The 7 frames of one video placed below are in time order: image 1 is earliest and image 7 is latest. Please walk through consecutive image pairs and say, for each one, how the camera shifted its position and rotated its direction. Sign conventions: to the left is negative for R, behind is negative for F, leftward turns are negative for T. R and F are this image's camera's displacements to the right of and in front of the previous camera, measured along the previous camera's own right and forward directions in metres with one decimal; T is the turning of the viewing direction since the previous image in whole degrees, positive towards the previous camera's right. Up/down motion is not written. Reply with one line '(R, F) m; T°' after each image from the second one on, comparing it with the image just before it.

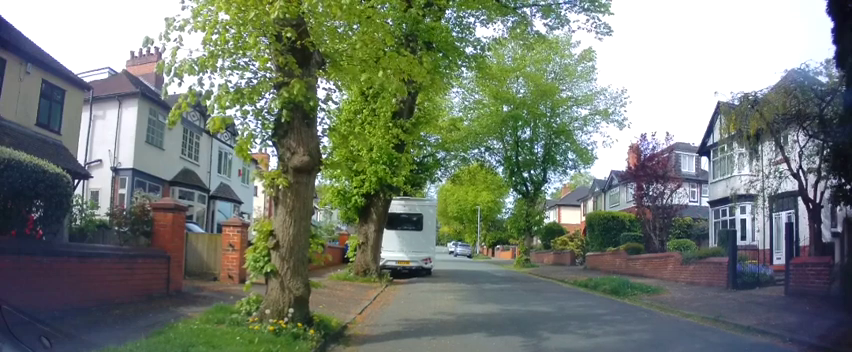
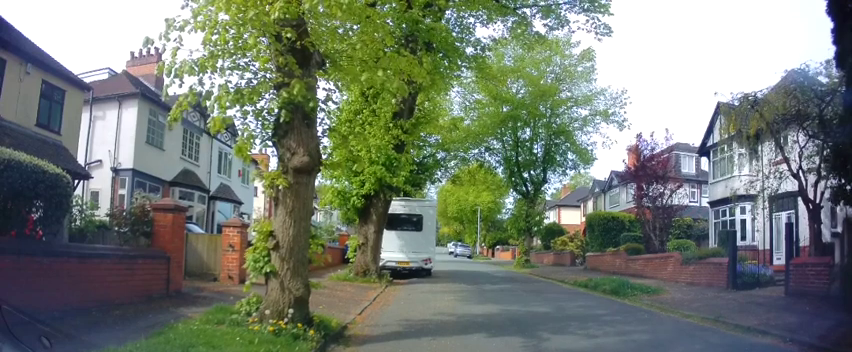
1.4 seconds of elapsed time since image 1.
(0.0, 0.0) m; 0°
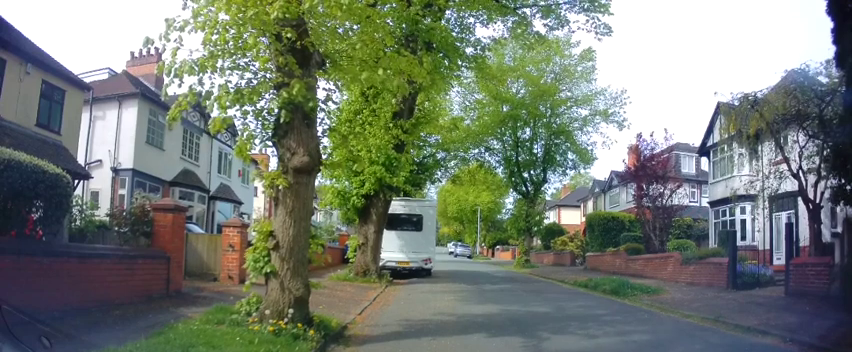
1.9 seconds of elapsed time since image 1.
(0.0, 0.0) m; 0°
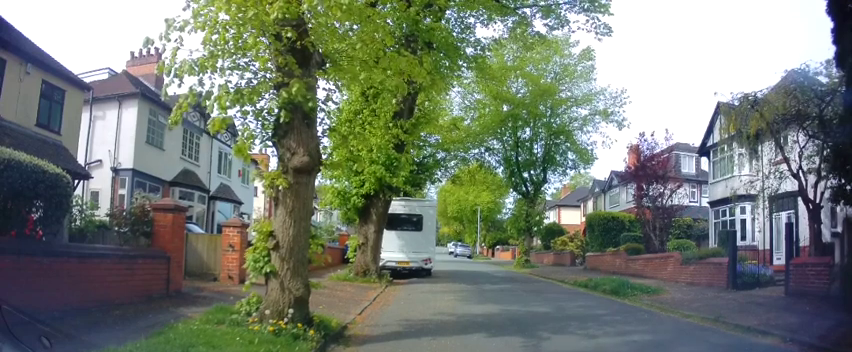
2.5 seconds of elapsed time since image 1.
(0.0, 0.0) m; 0°
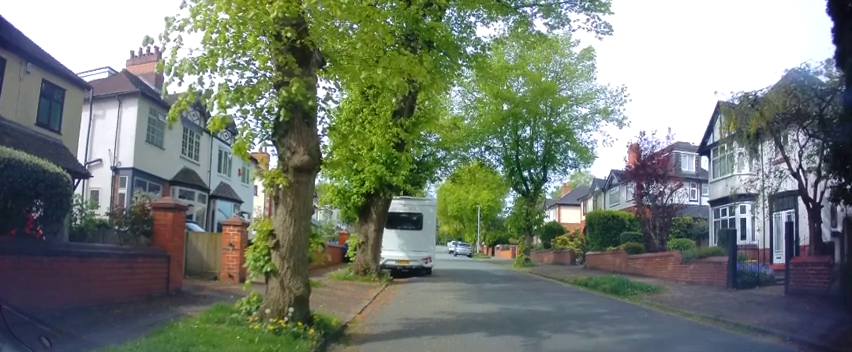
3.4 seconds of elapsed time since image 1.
(0.0, 0.0) m; 0°
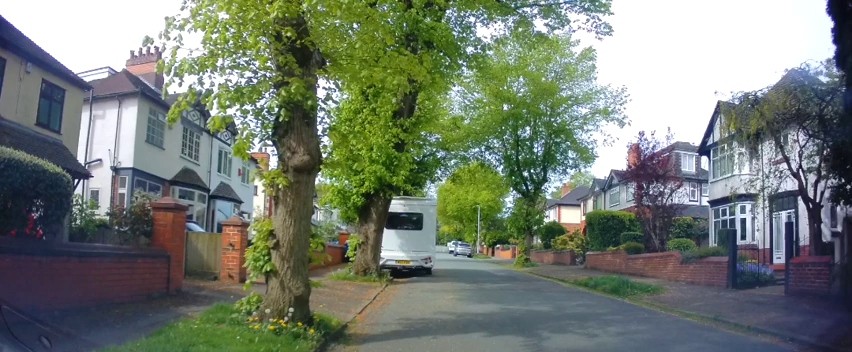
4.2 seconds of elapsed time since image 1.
(0.0, 0.0) m; 0°
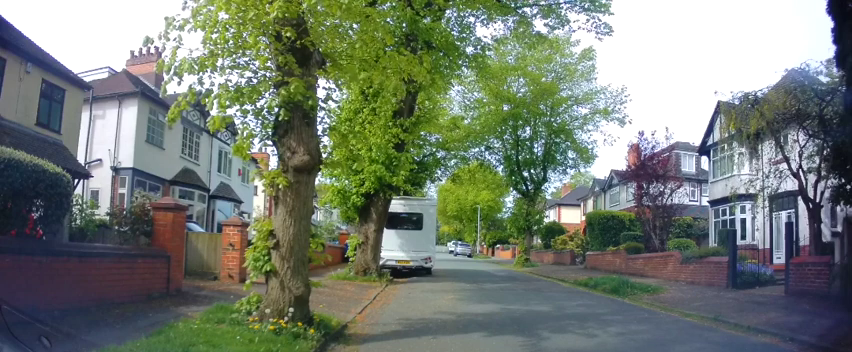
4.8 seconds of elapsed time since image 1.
(0.0, 0.0) m; 0°
